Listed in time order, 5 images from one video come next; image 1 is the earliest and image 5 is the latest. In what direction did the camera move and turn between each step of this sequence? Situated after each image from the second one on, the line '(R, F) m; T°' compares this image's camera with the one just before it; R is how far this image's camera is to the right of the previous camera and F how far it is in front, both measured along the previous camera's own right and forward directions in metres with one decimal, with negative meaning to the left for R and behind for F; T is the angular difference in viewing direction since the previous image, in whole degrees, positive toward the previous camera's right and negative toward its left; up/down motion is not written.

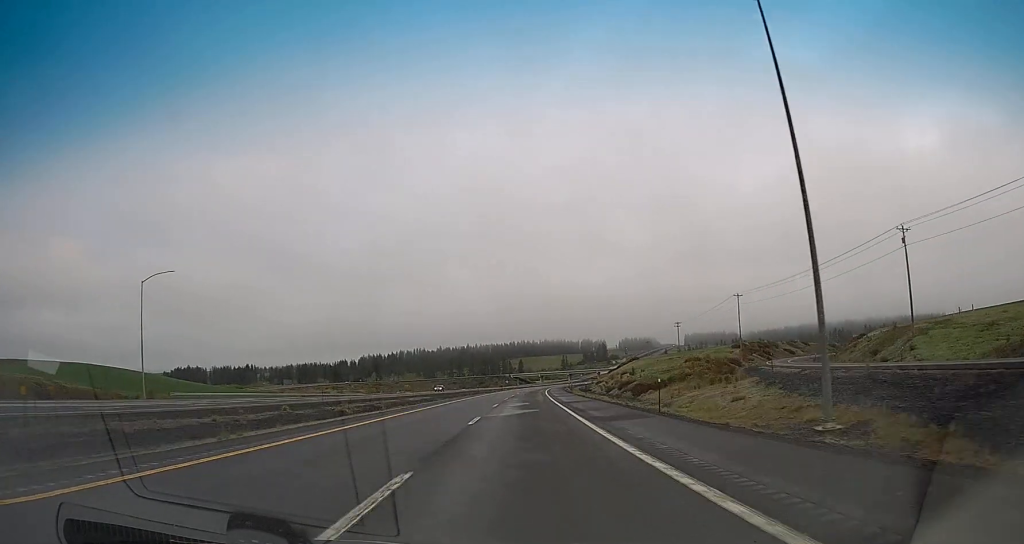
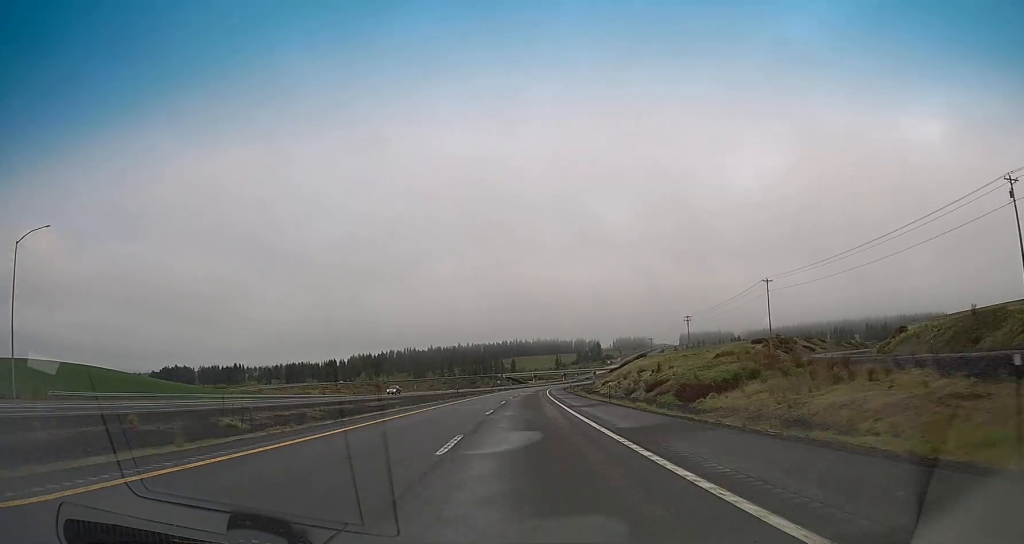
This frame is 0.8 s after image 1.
(+0.2, +23.6) m; +1°
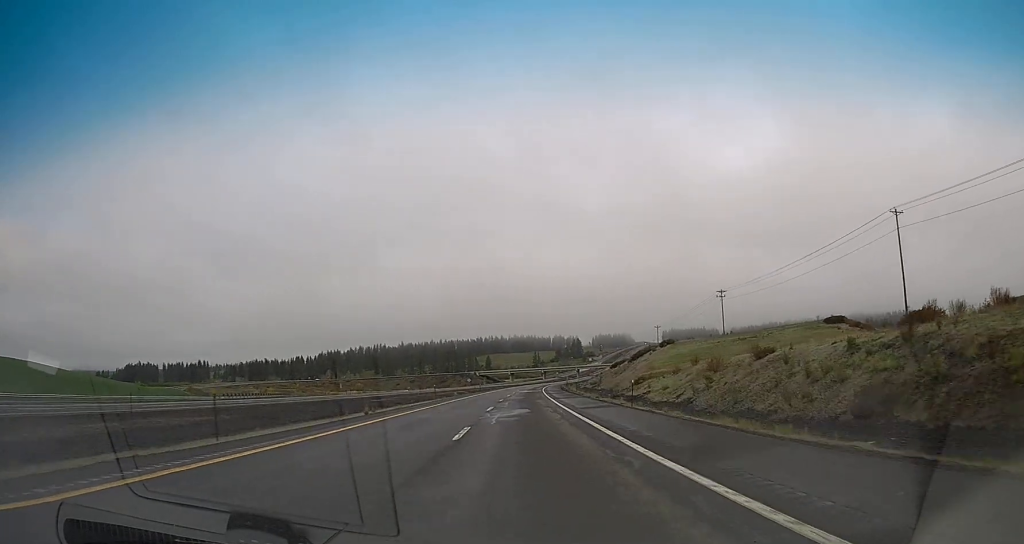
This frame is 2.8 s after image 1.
(-0.1, +58.0) m; +1°
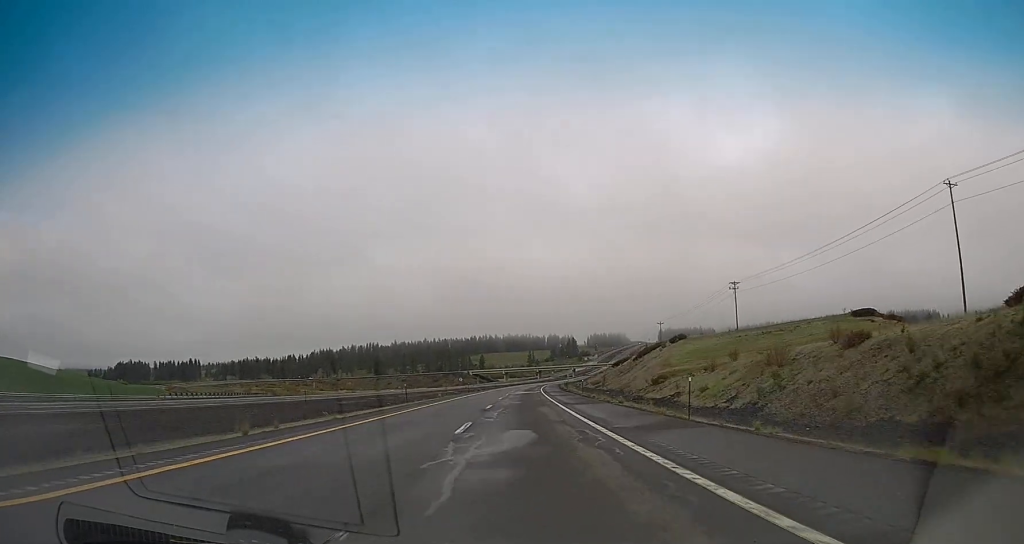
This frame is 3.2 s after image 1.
(+0.3, +13.7) m; +1°
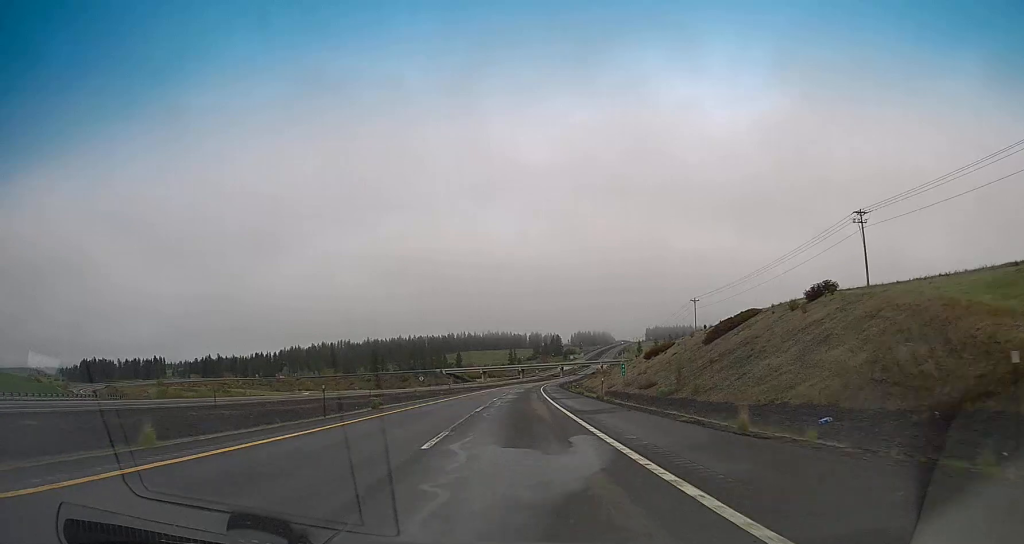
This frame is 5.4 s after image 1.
(+0.9, +64.6) m; +2°
